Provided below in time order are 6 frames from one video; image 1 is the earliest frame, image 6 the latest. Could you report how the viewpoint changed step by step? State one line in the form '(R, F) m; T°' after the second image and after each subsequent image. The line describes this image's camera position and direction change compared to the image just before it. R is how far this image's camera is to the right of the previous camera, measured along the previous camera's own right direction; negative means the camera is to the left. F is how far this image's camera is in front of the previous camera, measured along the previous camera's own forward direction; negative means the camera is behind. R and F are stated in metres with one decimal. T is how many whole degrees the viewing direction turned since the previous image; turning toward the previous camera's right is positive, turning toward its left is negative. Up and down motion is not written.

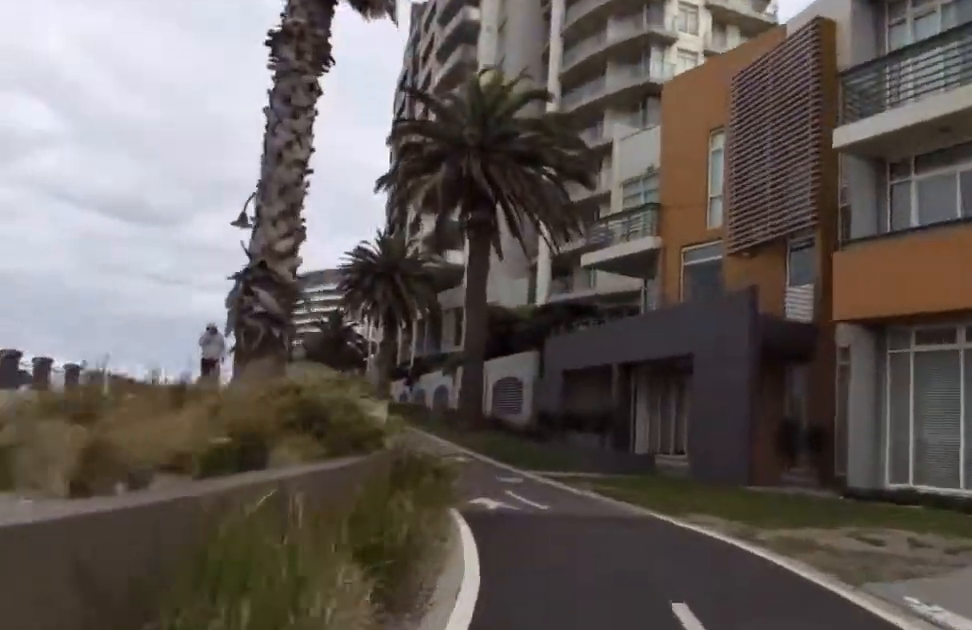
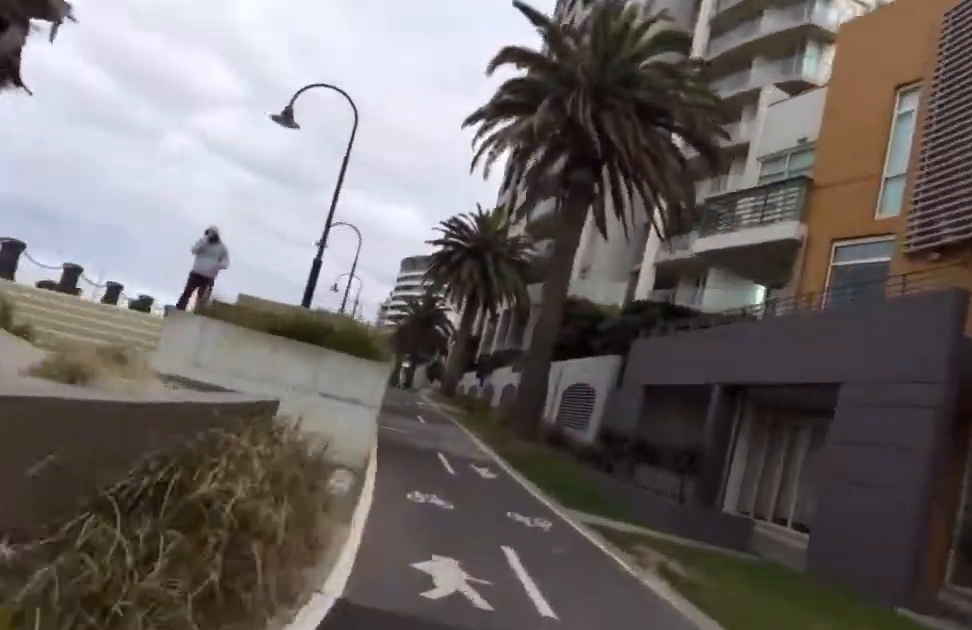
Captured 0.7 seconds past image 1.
(+0.1, +5.0) m; +1°
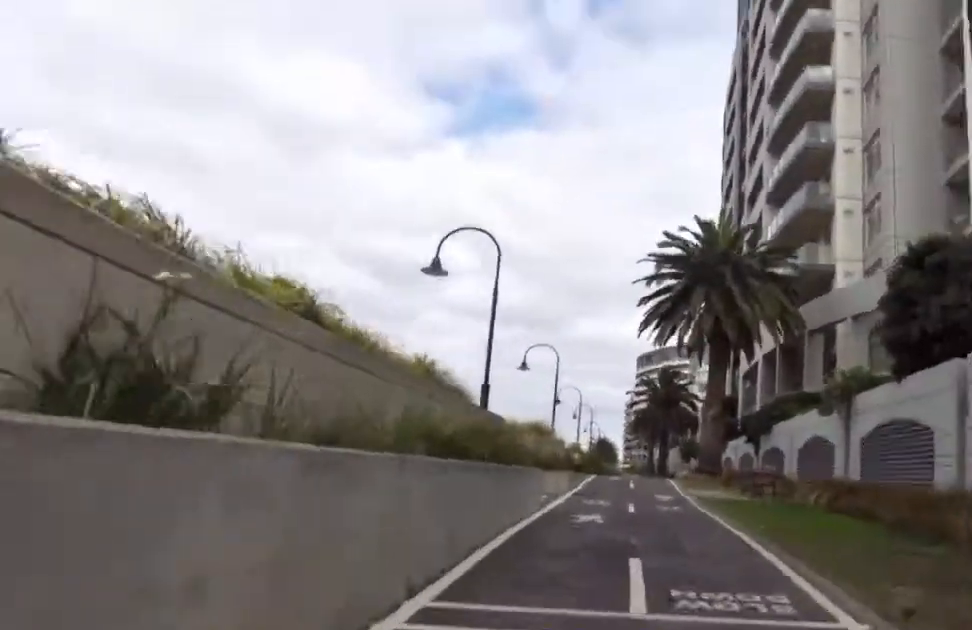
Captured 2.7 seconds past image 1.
(-1.7, +14.9) m; -15°
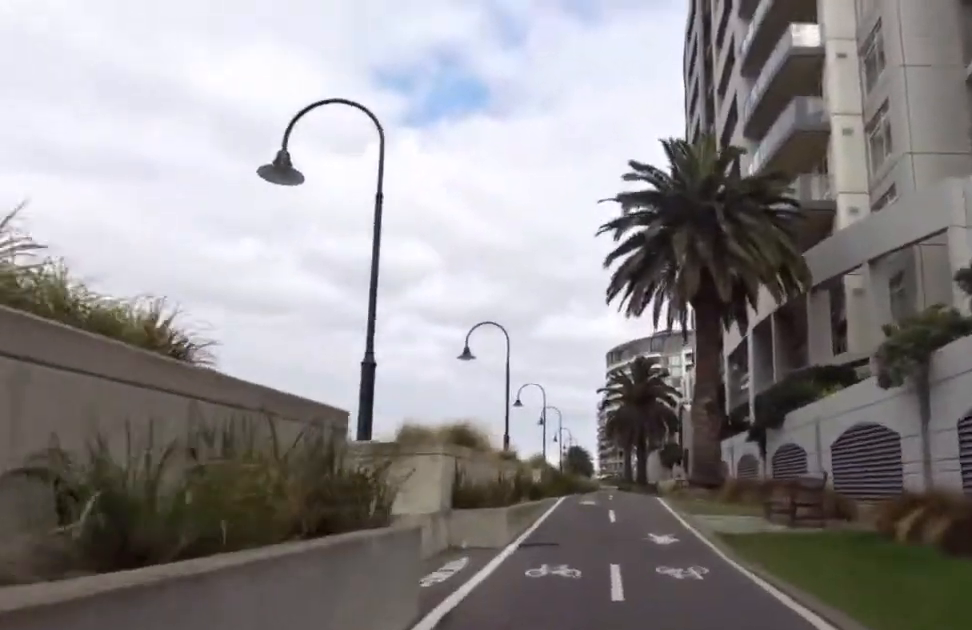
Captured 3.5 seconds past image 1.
(-0.6, +5.3) m; +1°
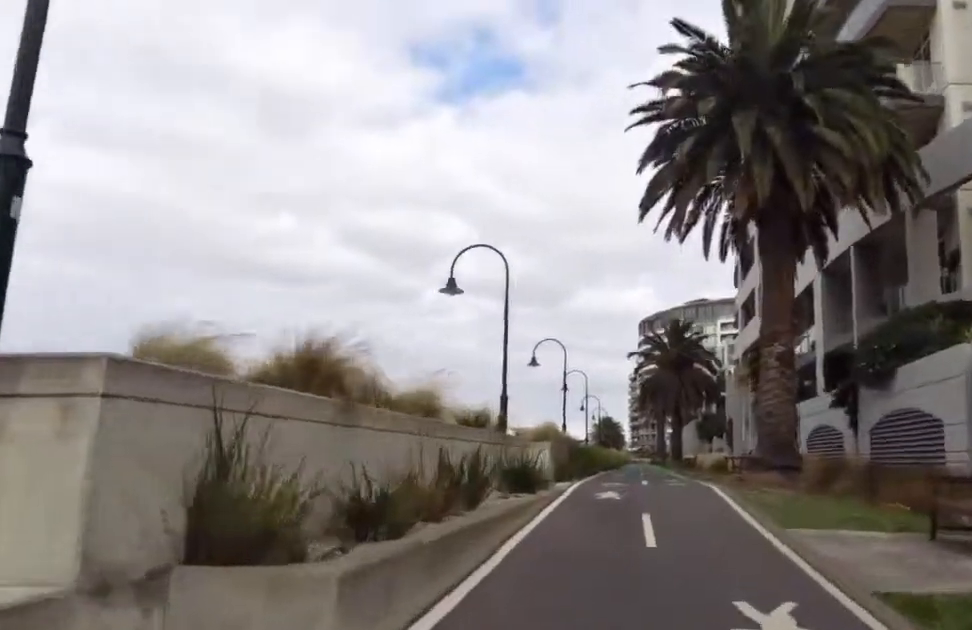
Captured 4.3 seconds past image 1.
(+1.0, +5.9) m; +7°
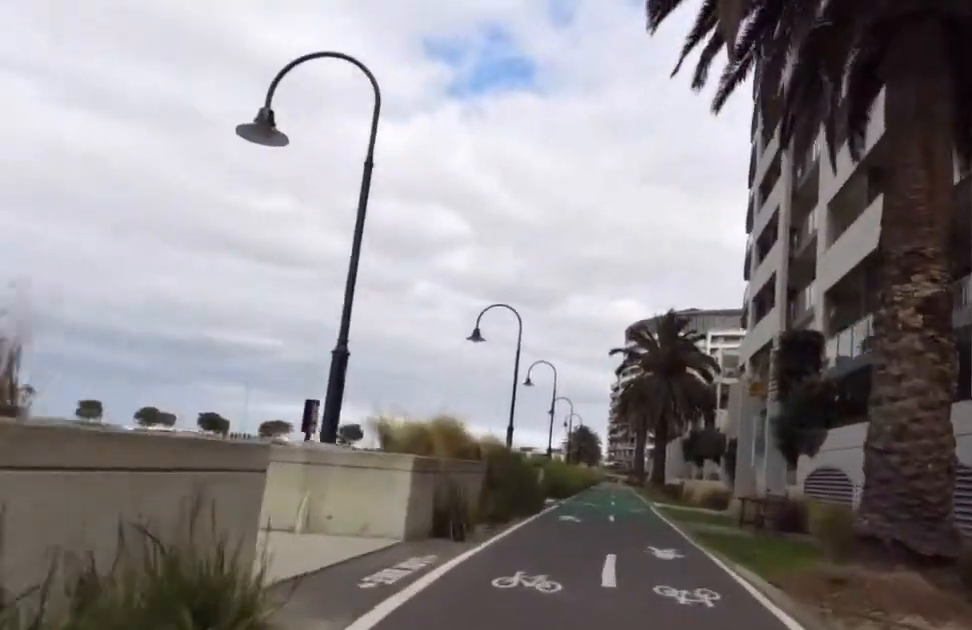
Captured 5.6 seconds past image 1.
(-0.9, +8.3) m; -10°
